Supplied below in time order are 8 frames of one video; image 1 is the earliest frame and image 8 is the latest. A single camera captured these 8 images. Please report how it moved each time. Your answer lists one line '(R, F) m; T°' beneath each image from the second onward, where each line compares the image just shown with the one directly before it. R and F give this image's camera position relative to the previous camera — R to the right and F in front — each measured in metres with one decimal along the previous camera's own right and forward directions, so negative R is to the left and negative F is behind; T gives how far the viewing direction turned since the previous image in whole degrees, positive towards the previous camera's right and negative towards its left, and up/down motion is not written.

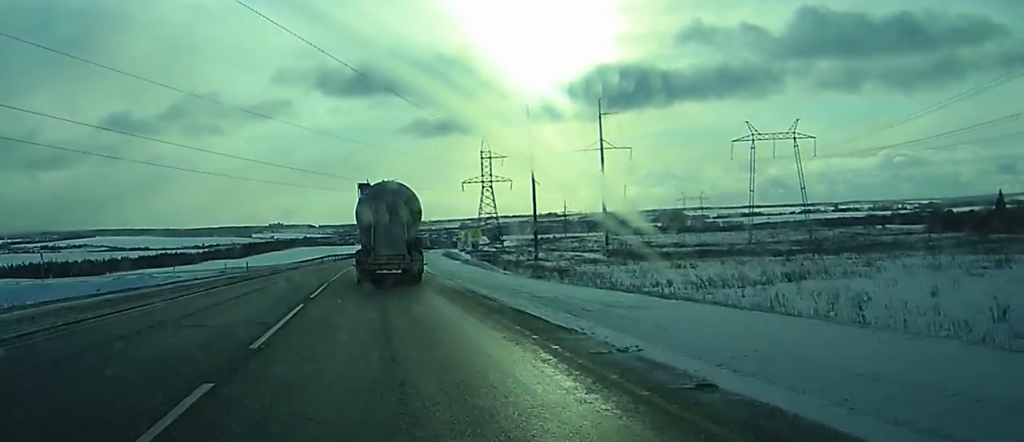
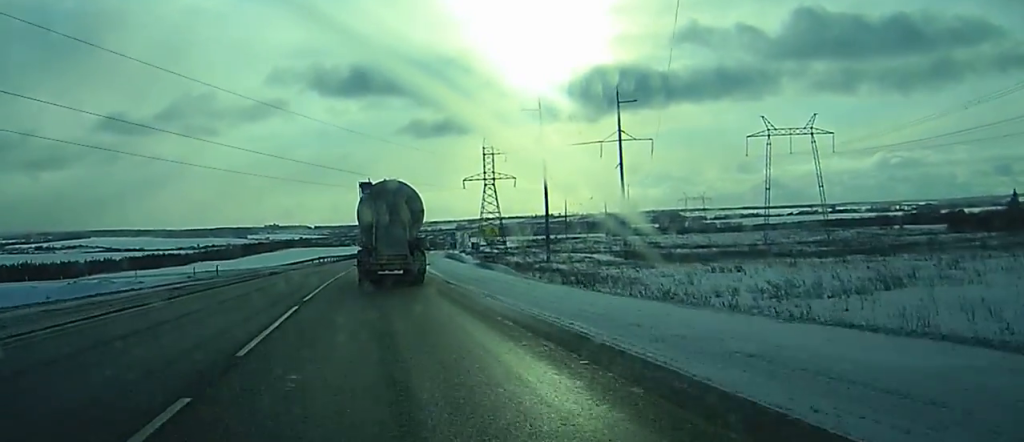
(0.0, +12.9) m; 0°
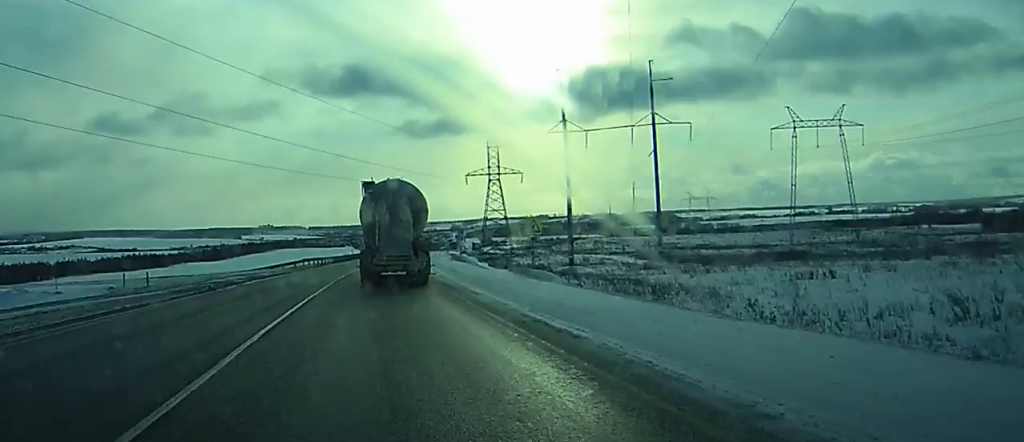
(0.0, +18.0) m; 0°
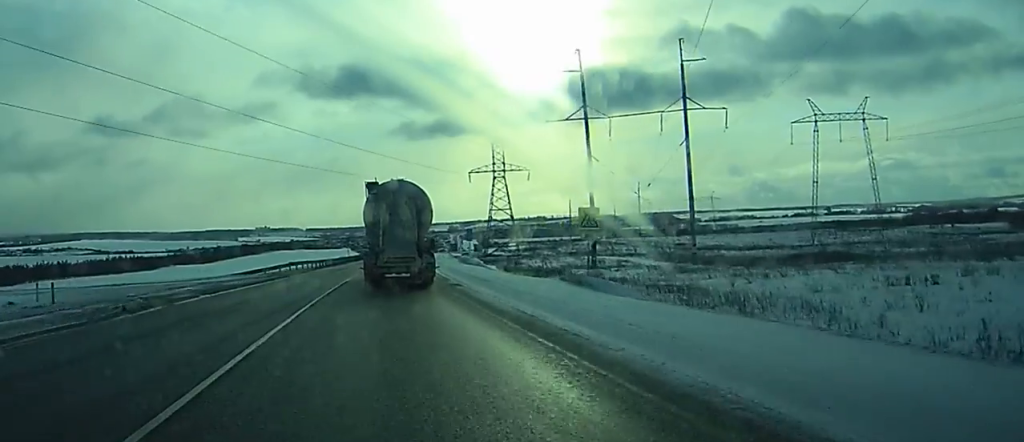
(0.0, +12.7) m; 0°
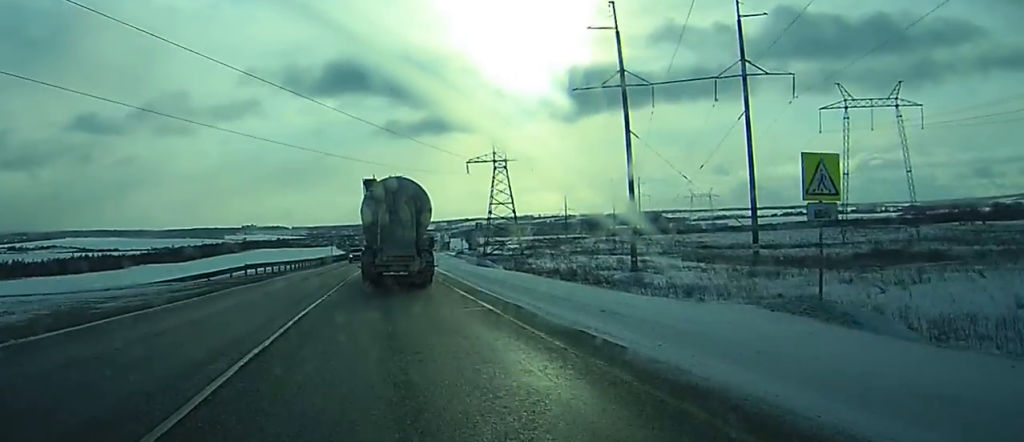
(+0.1, +20.0) m; +1°
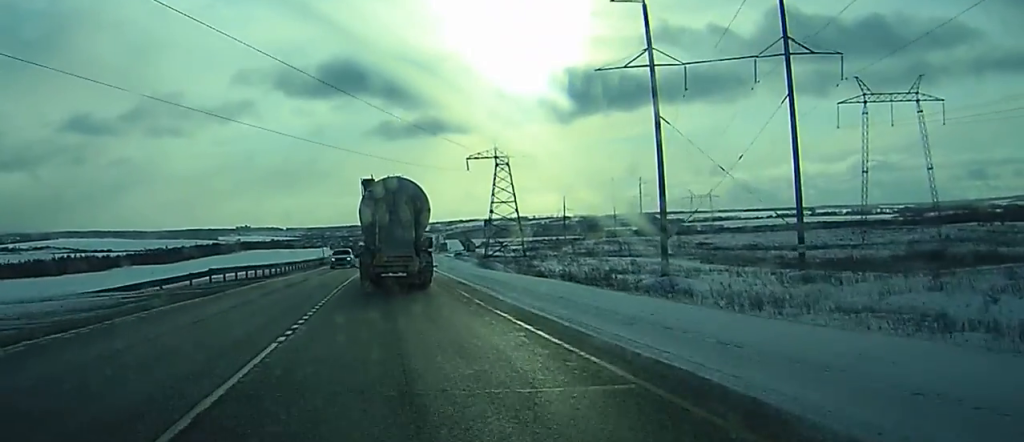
(+0.1, +10.3) m; 0°
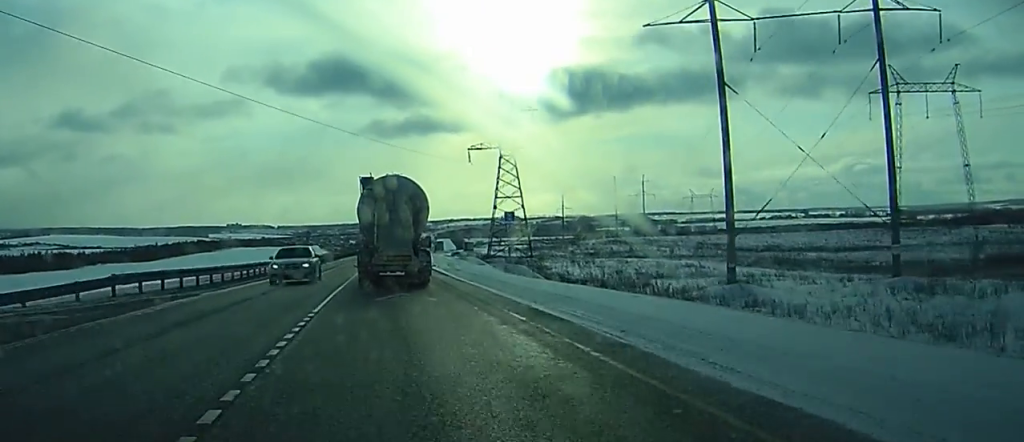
(+0.1, +15.4) m; 0°
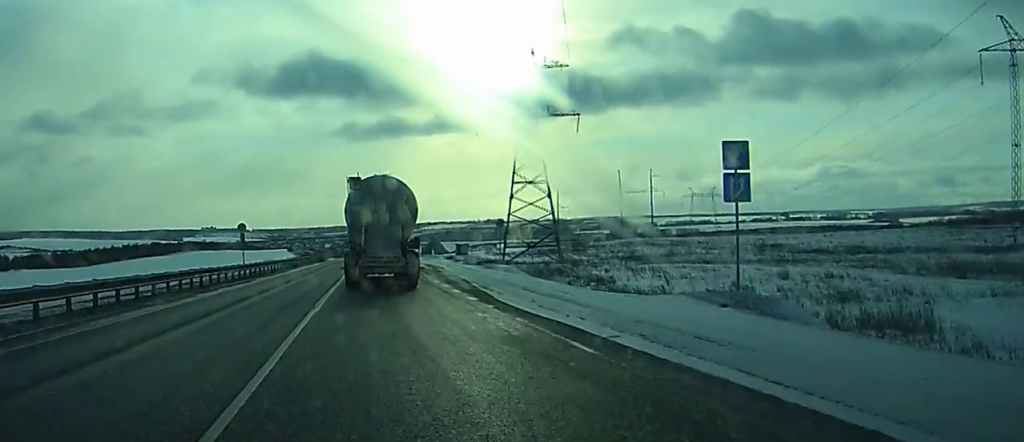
(+0.4, +41.7) m; +1°
